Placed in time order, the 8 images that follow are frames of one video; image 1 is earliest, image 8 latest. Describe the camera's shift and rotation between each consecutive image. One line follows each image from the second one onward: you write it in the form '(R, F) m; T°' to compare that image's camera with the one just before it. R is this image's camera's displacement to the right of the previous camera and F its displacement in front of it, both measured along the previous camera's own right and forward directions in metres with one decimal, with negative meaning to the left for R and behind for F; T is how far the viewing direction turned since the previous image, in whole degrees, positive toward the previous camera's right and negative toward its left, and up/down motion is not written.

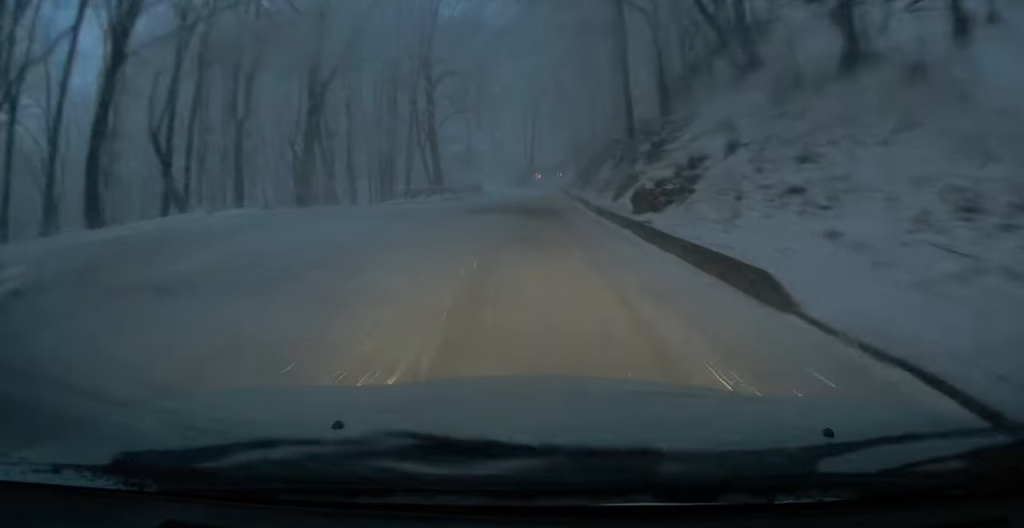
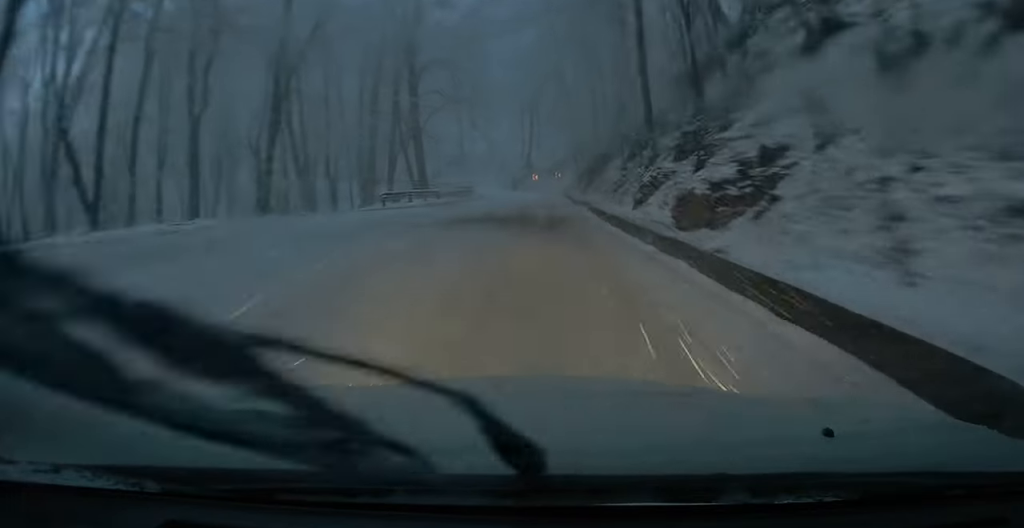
(-0.1, +6.2) m; 0°
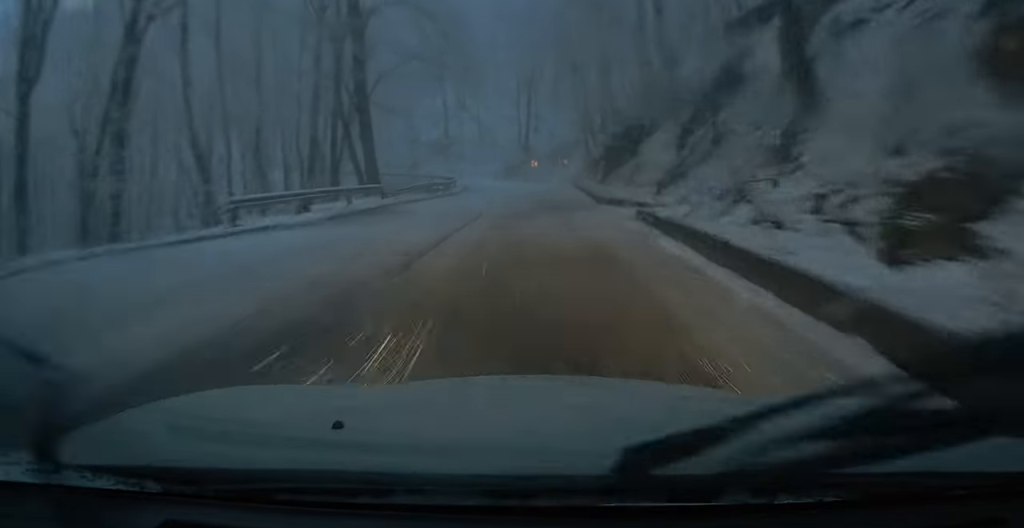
(+0.5, +15.9) m; +1°
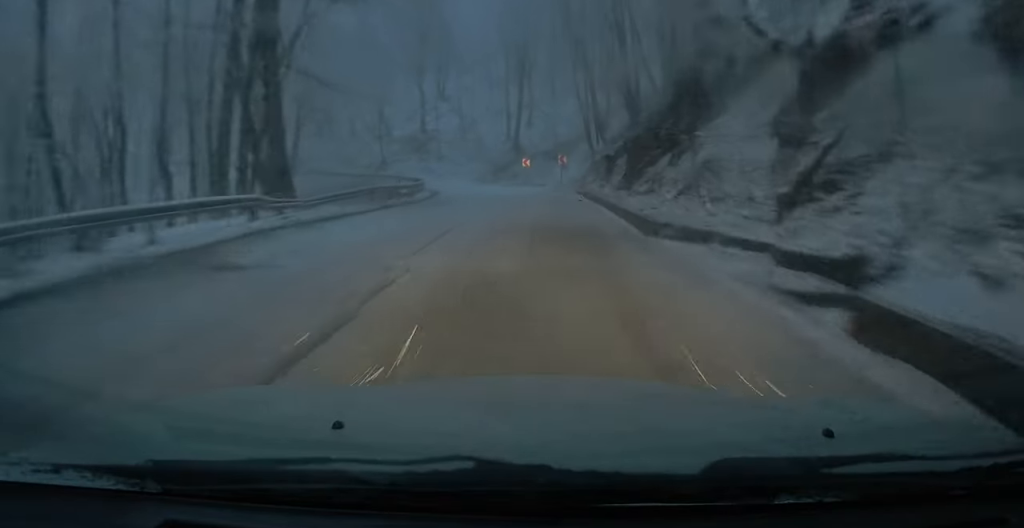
(0.0, +11.8) m; -1°
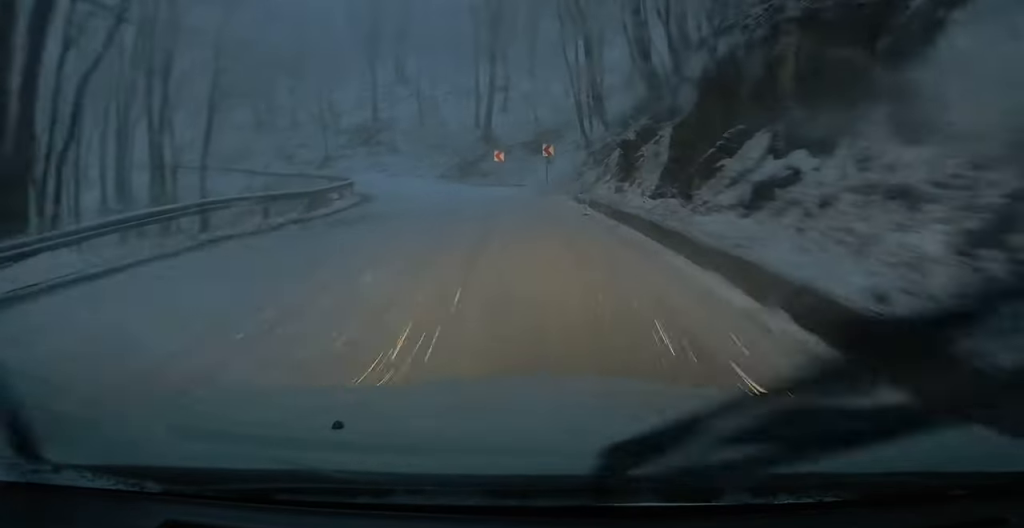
(-0.3, +12.0) m; -2°
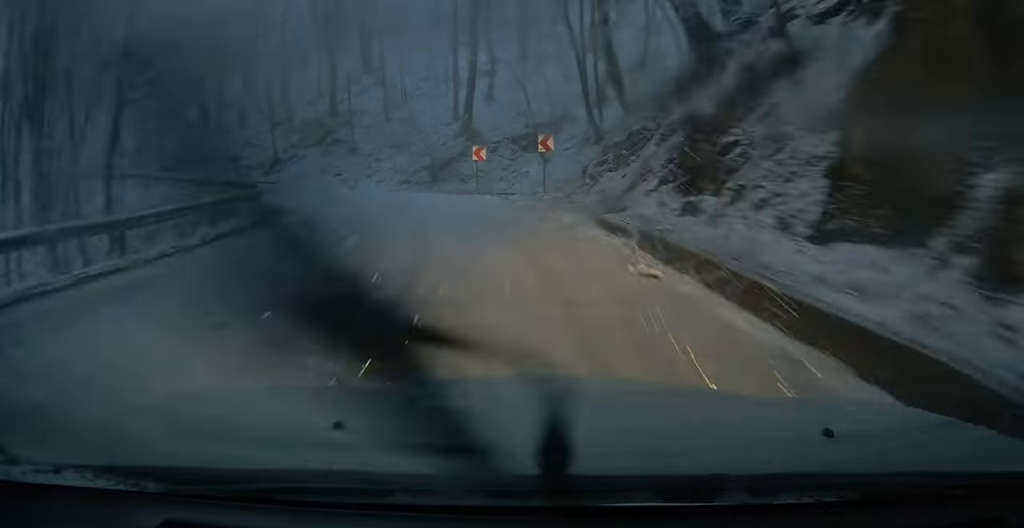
(0.0, +10.3) m; -1°
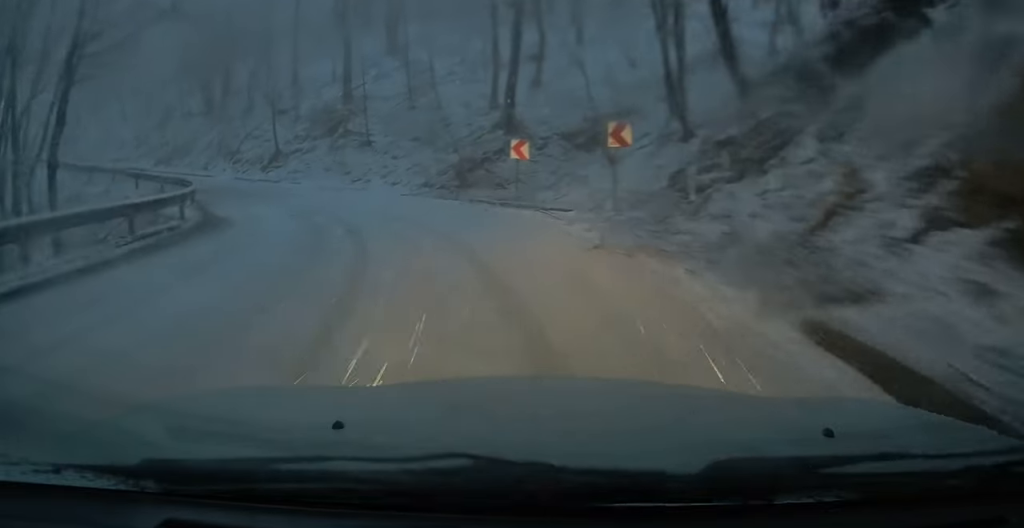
(0.0, +8.6) m; -3°
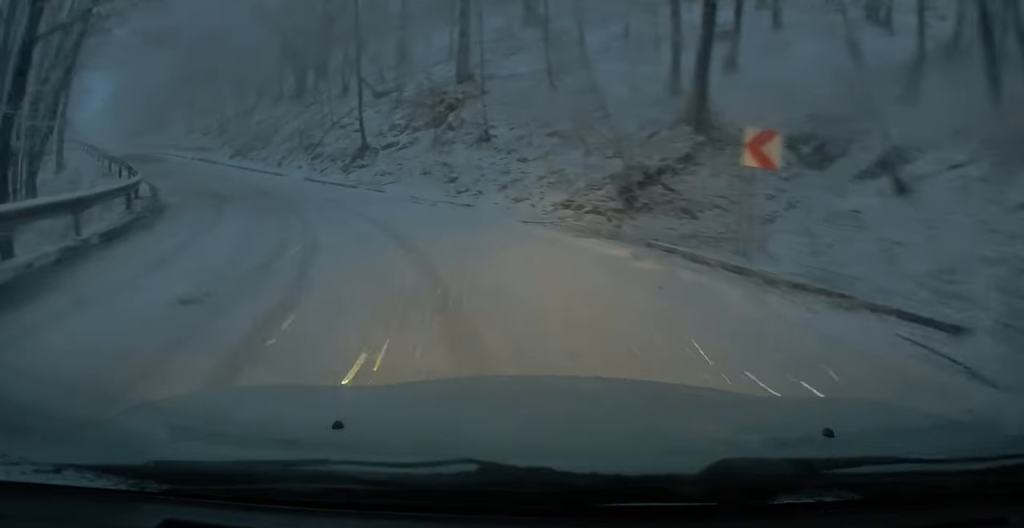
(-0.7, +10.8) m; -7°
